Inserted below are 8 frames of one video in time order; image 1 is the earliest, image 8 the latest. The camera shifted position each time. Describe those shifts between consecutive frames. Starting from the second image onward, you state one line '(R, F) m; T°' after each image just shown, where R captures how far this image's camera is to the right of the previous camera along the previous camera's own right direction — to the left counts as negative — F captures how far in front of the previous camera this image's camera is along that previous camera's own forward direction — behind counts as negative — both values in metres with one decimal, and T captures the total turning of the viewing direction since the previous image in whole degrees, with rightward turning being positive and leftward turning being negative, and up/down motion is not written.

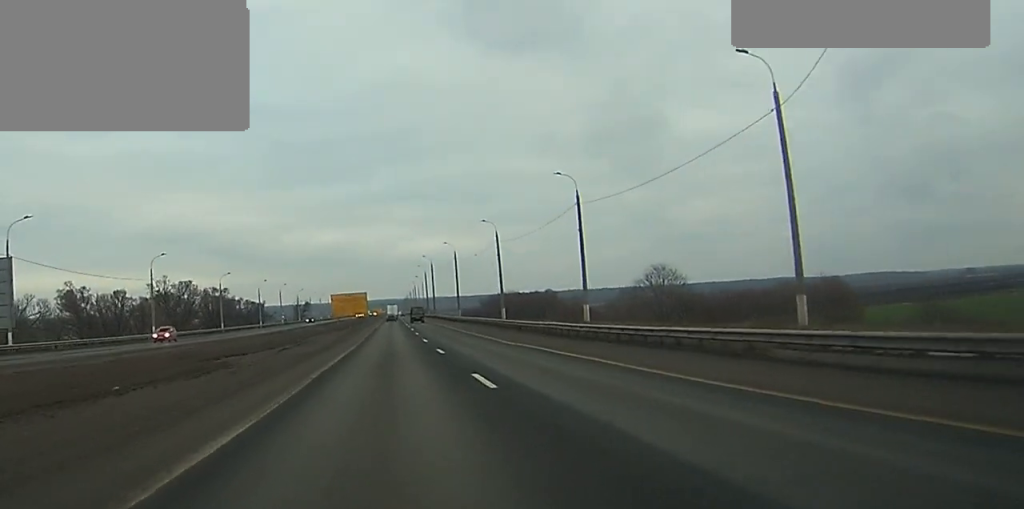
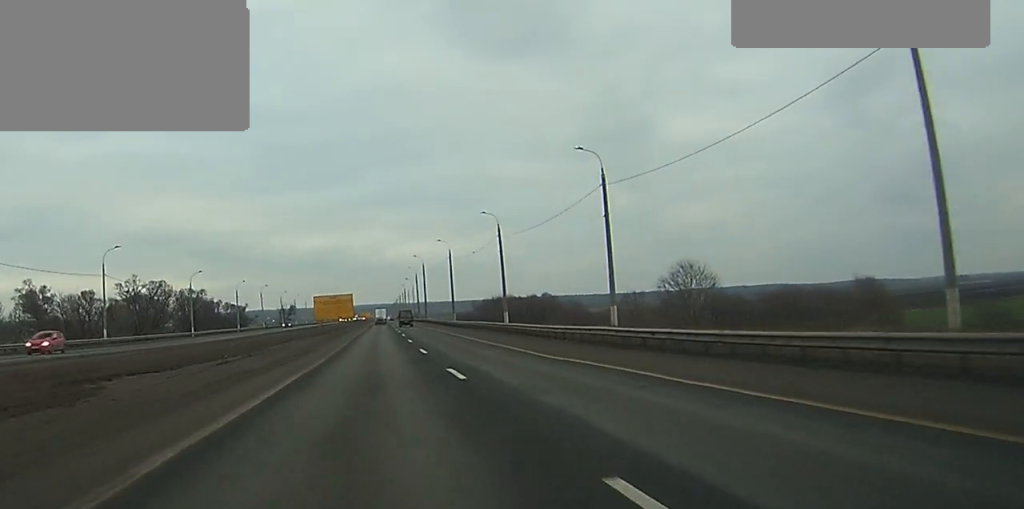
(+0.1, +13.8) m; 0°
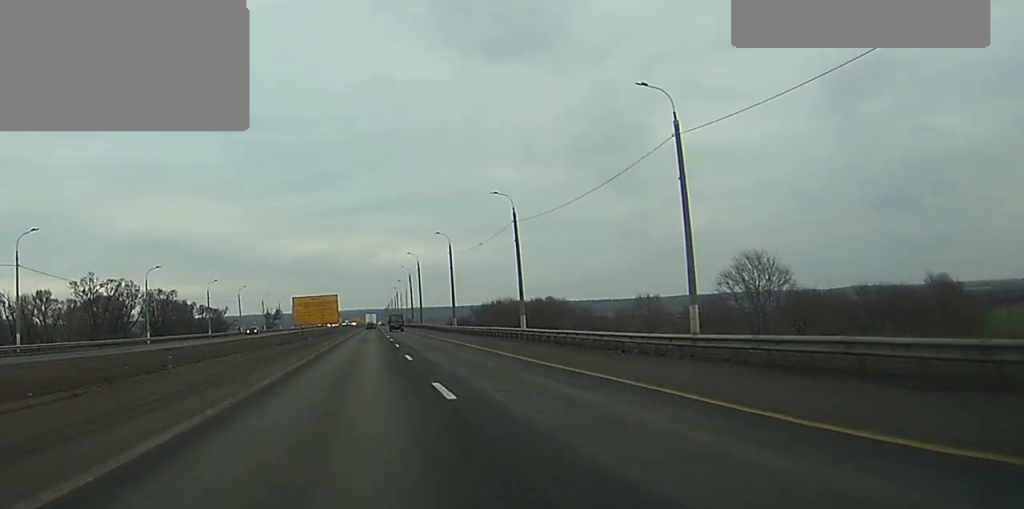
(0.0, +19.7) m; 0°
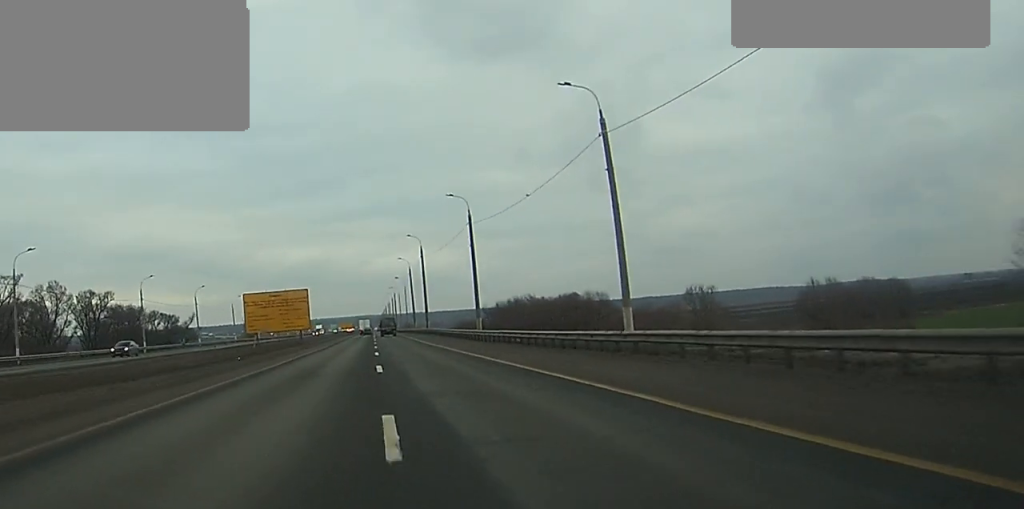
(+0.2, +39.1) m; 0°
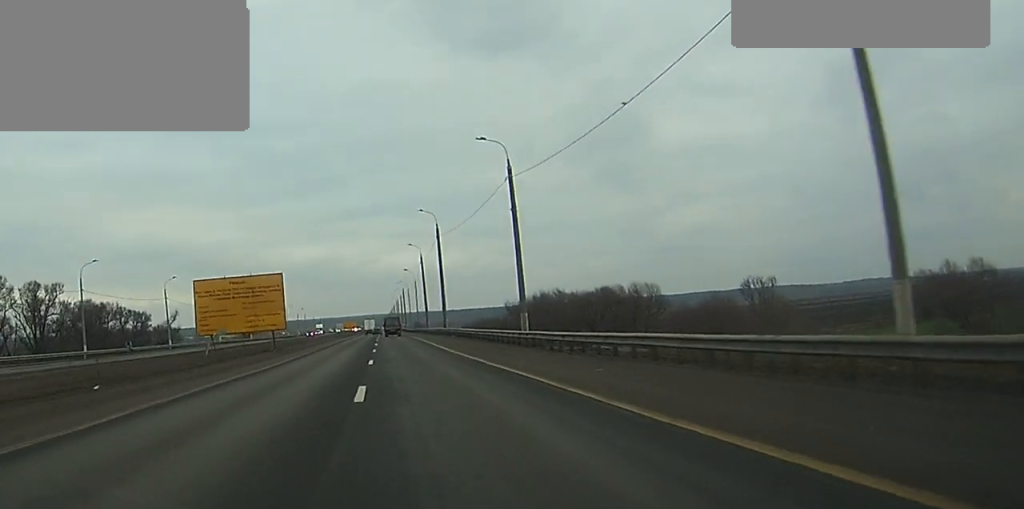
(0.0, +25.1) m; 0°
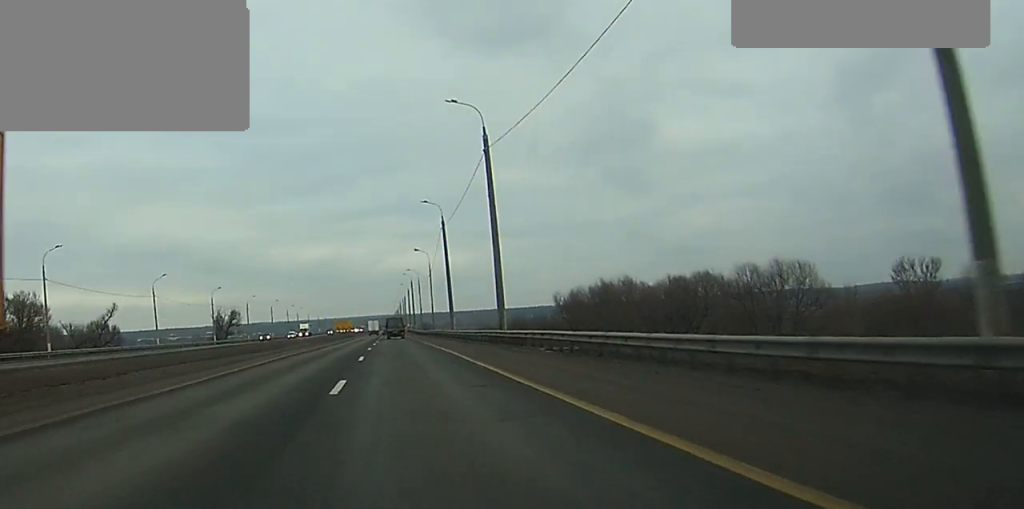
(-0.3, +46.7) m; 0°
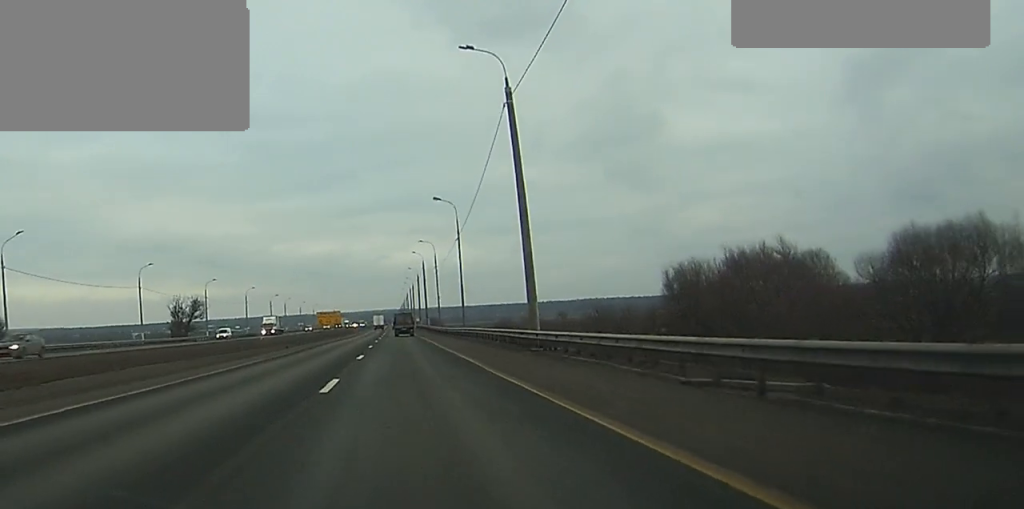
(0.0, +48.5) m; 0°
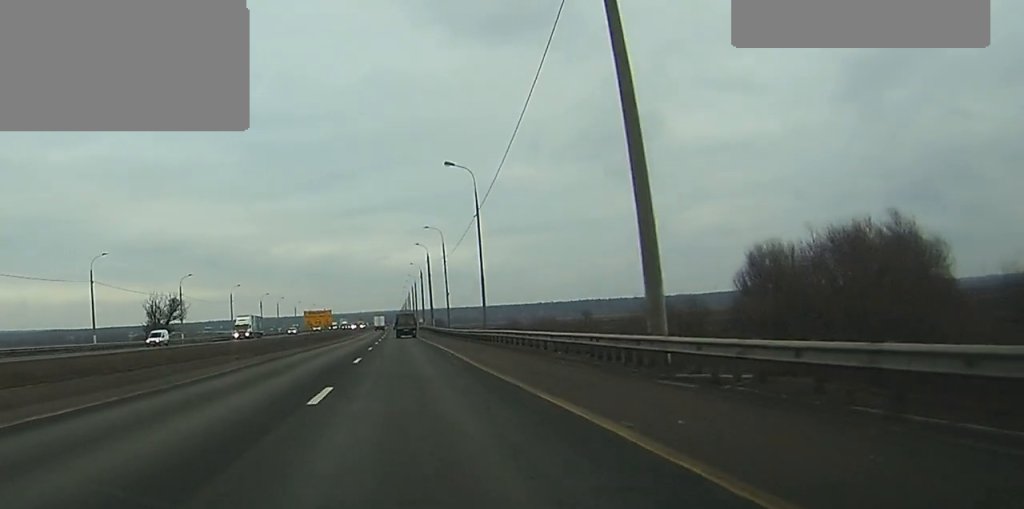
(-0.1, +18.3) m; 0°
